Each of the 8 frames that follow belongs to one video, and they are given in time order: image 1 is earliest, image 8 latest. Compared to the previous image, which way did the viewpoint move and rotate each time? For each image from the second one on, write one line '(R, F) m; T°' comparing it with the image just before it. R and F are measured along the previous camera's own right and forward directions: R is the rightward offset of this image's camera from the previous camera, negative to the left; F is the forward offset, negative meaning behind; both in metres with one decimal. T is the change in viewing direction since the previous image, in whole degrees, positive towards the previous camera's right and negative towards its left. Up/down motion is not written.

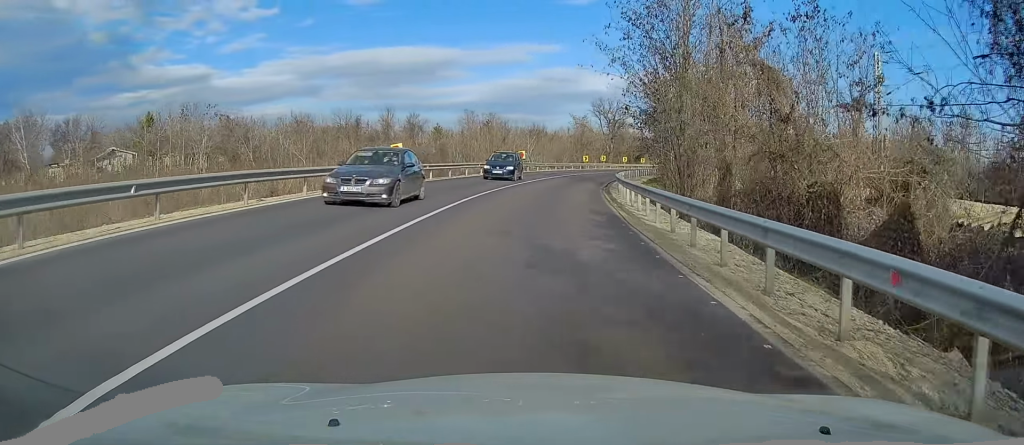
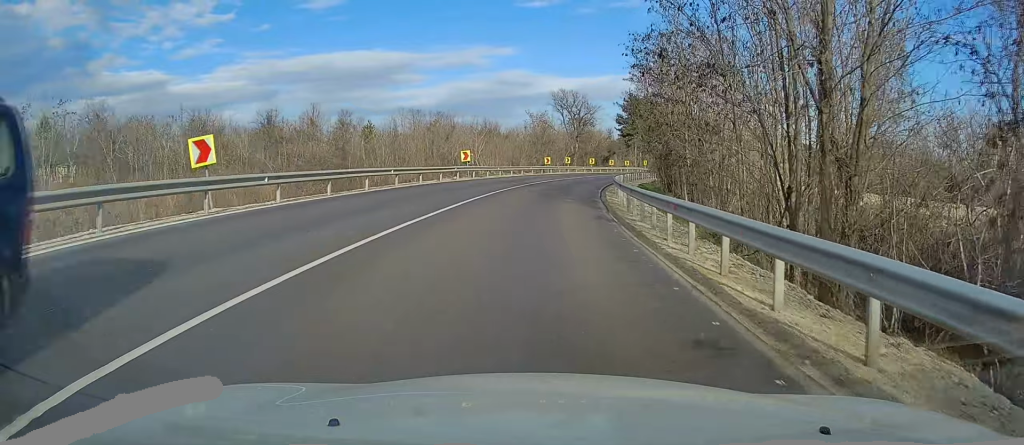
(+0.1, +17.0) m; +4°
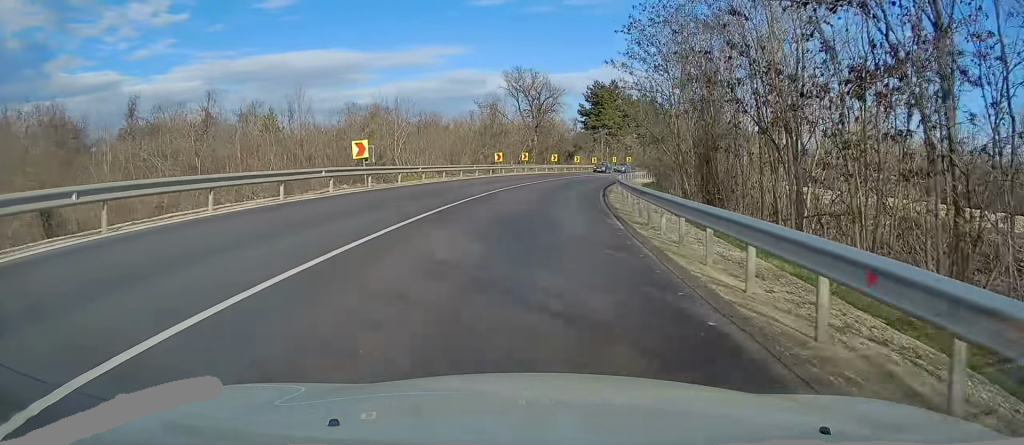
(+1.0, +19.3) m; +4°
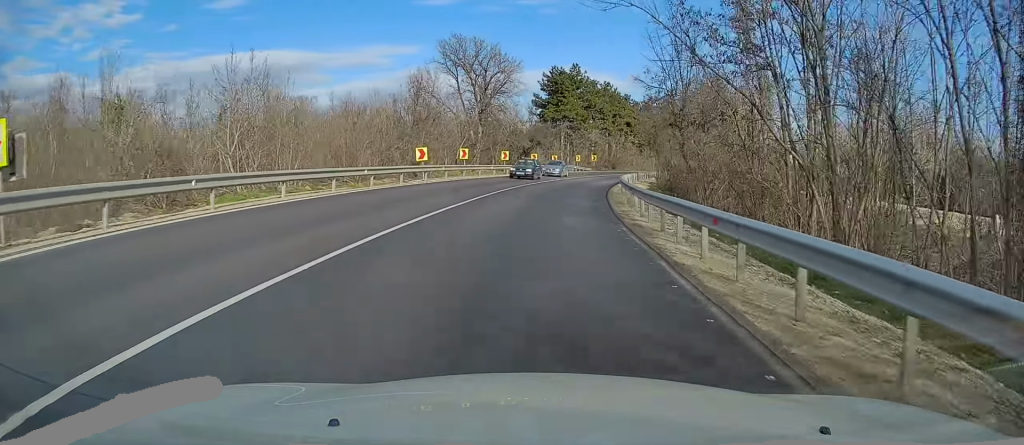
(+0.8, +19.4) m; +4°
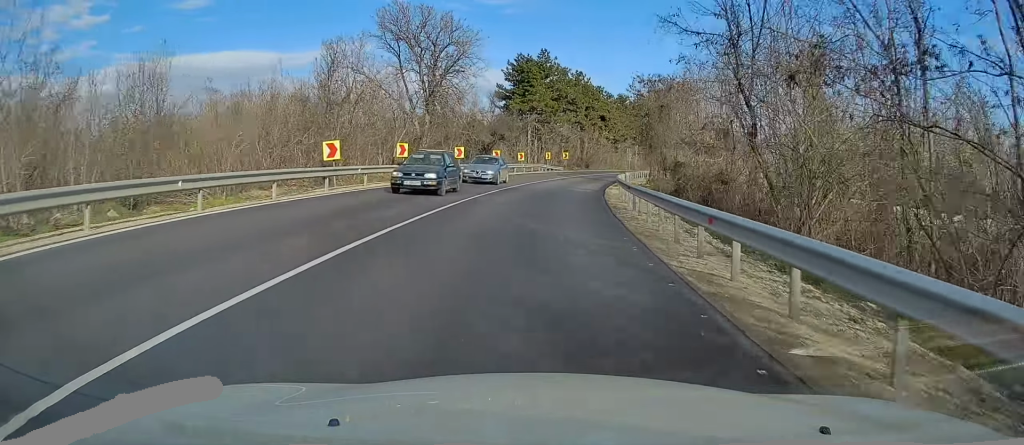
(-0.4, +11.9) m; +3°
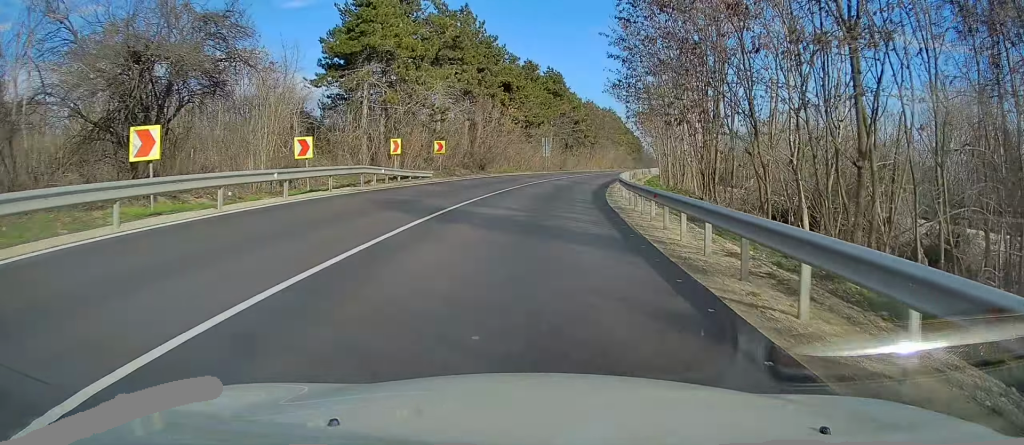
(+3.6, +41.9) m; +9°
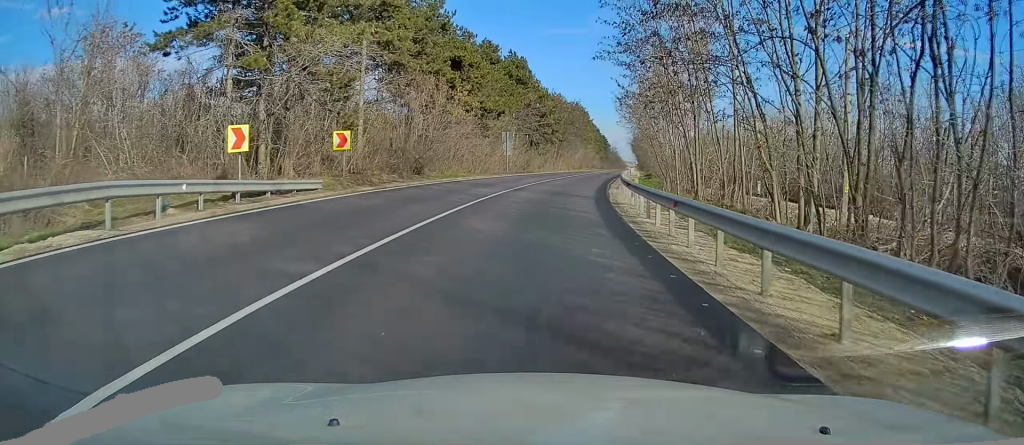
(+0.8, +15.1) m; +3°
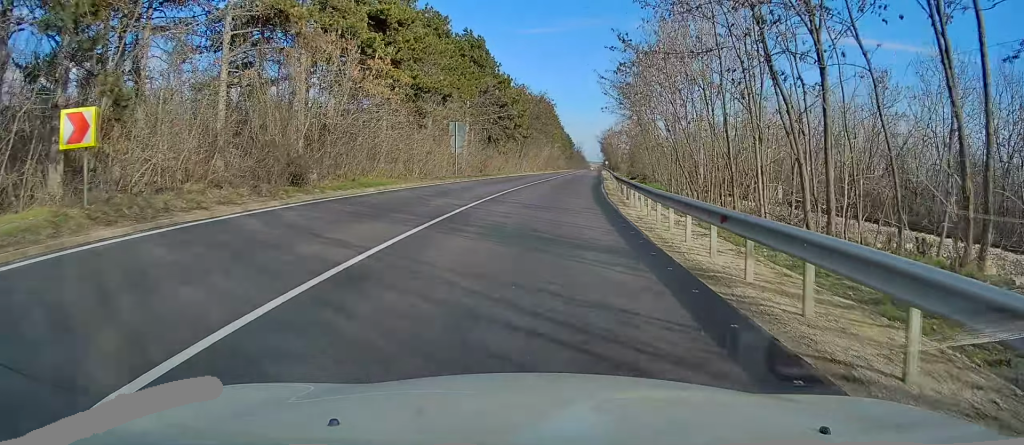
(+0.7, +15.2) m; +3°
